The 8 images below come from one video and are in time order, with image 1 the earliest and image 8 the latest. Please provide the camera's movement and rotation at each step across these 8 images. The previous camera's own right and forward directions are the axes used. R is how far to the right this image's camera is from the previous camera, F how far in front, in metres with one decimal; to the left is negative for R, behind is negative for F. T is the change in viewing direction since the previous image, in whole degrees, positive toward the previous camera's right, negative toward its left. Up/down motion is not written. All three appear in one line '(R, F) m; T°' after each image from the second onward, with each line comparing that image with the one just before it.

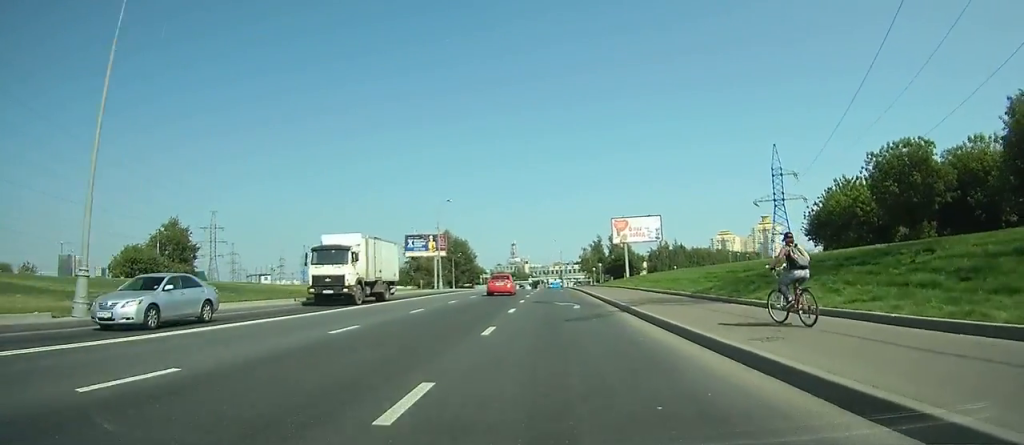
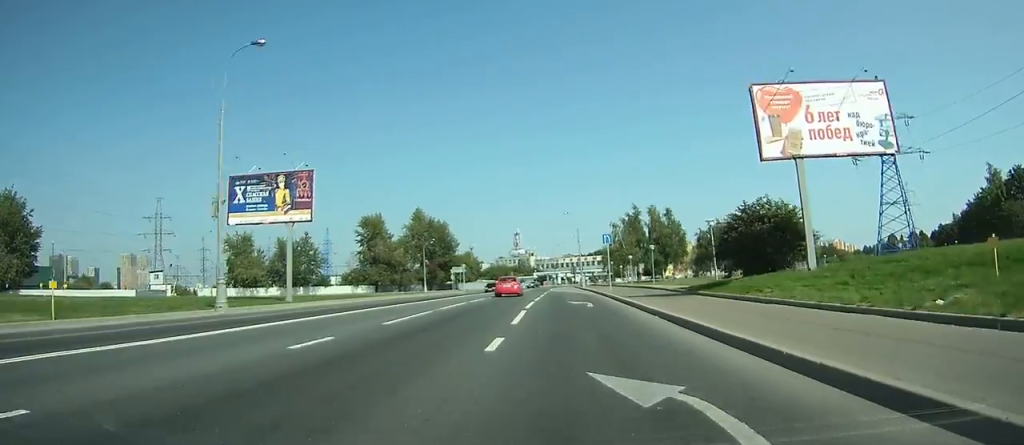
(-0.2, +52.0) m; -1°
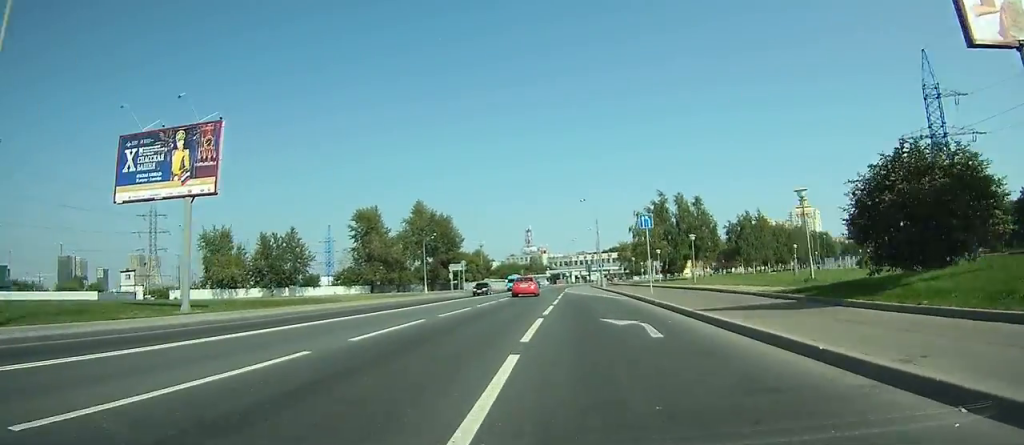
(-0.1, +13.0) m; -1°
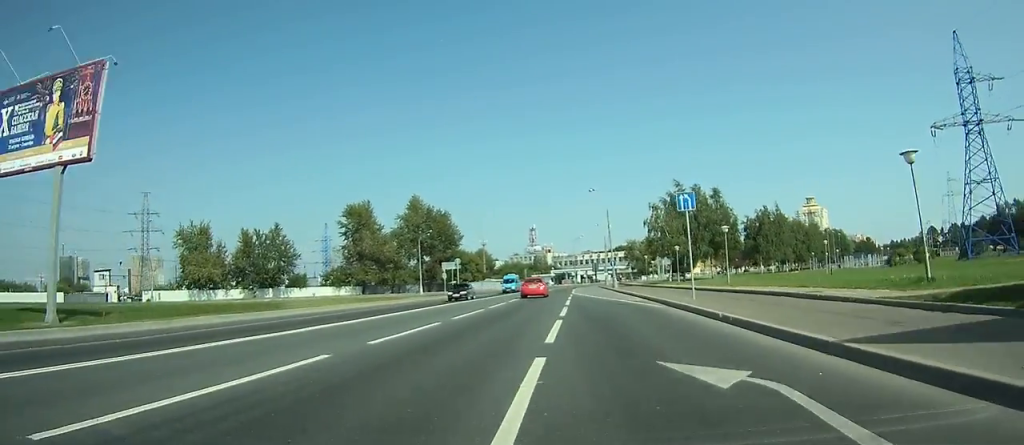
(0.0, +8.5) m; -1°
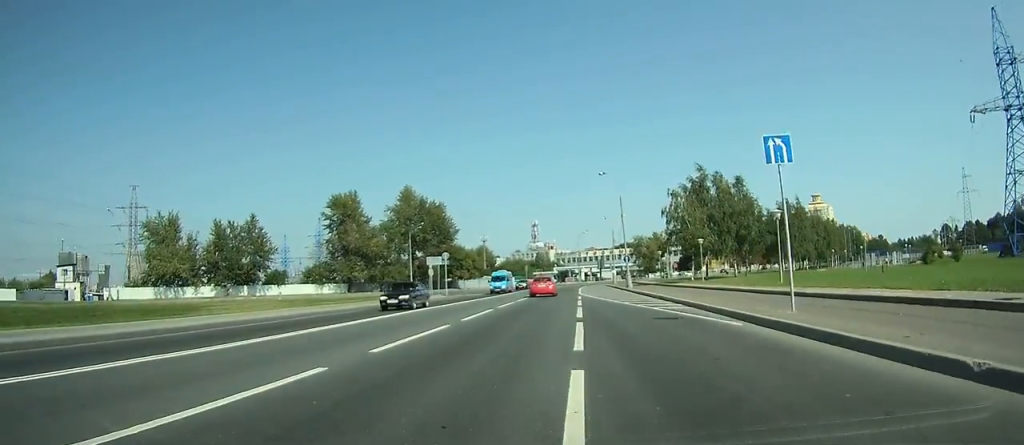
(-0.1, +9.7) m; 0°
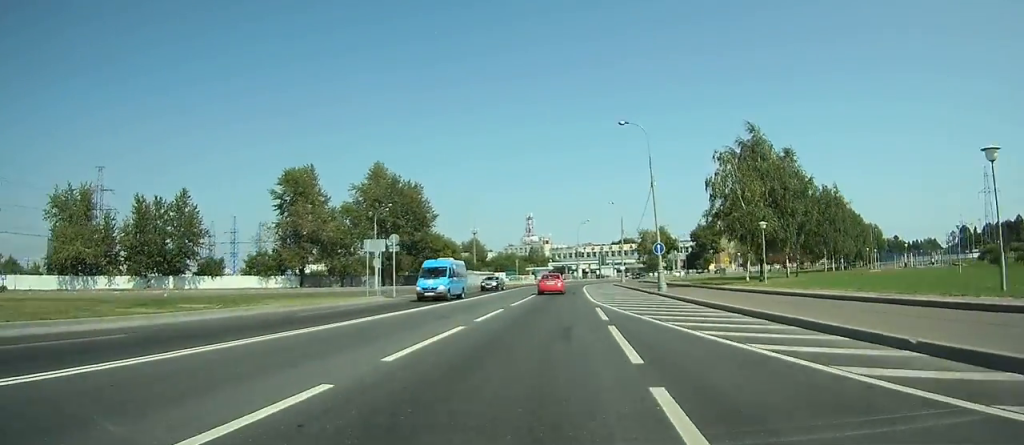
(0.0, +18.3) m; 0°
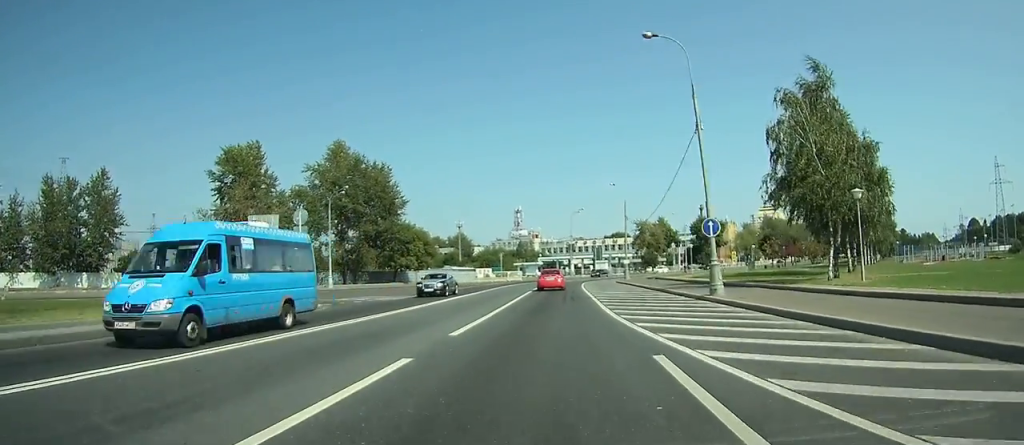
(+0.1, +14.1) m; +1°
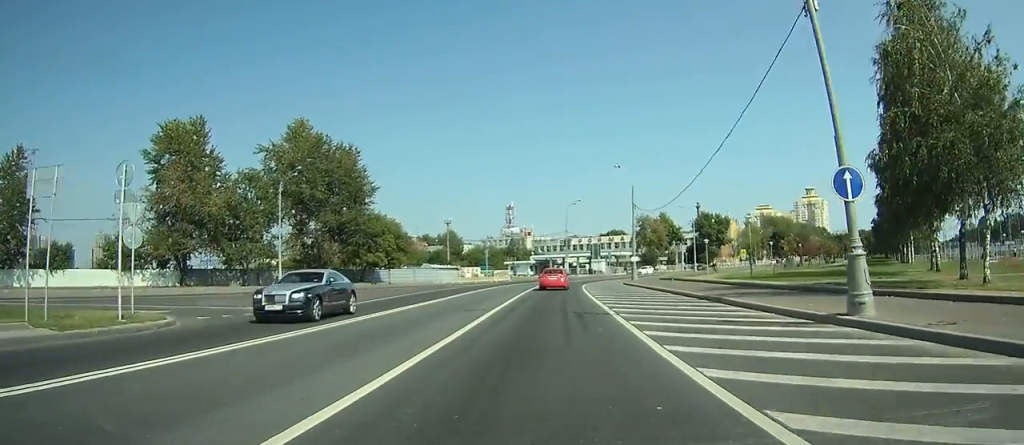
(0.0, +11.7) m; +1°
